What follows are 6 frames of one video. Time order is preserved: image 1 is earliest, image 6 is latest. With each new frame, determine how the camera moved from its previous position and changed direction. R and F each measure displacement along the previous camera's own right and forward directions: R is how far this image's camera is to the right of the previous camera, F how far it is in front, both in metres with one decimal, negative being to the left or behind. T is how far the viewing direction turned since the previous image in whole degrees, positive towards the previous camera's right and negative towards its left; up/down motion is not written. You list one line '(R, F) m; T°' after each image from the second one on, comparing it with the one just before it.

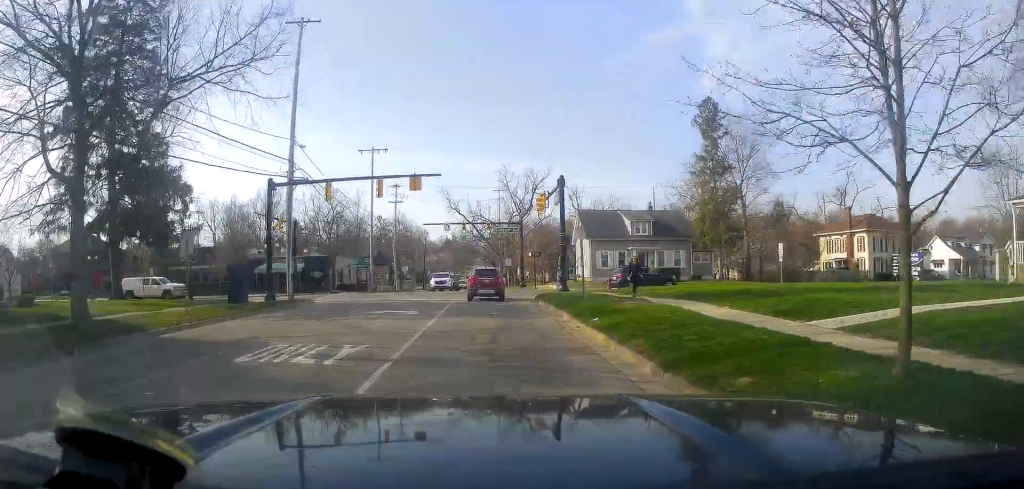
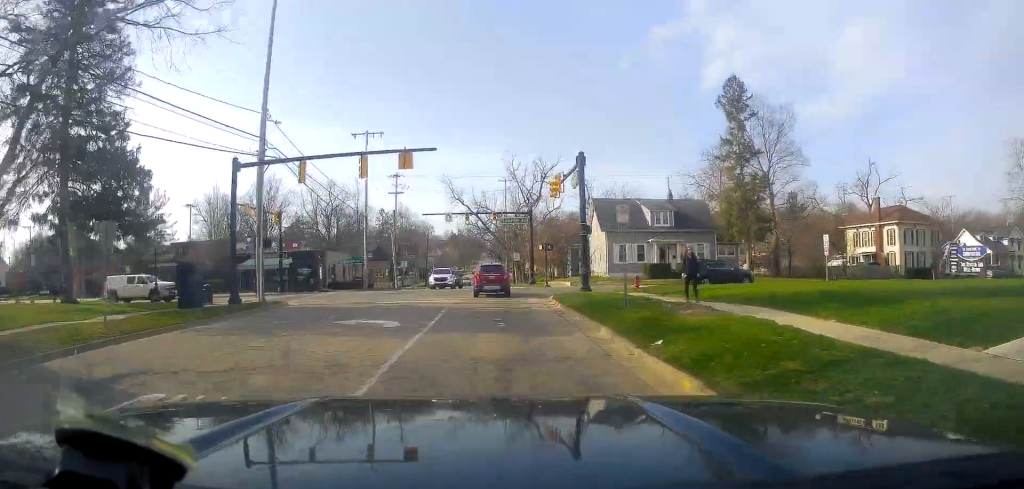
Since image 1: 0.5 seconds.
(0.0, +5.3) m; 0°
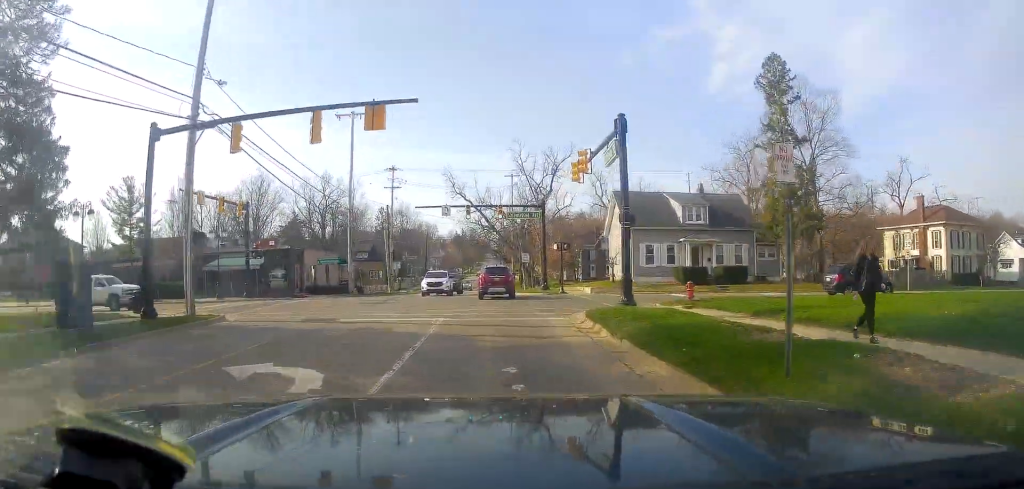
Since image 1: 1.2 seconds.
(0.0, +7.9) m; 0°
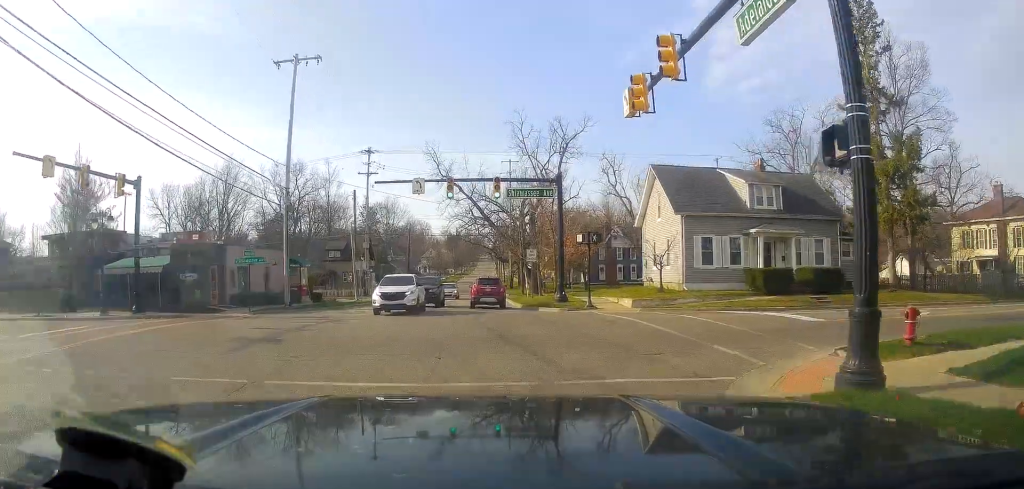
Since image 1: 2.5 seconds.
(0.0, +13.8) m; 0°
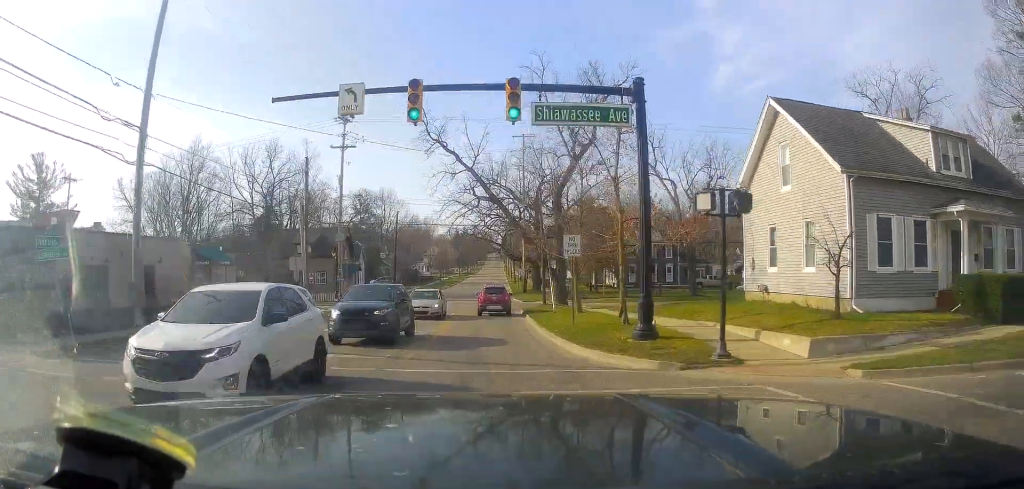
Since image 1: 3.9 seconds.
(-0.1, +15.6) m; -3°
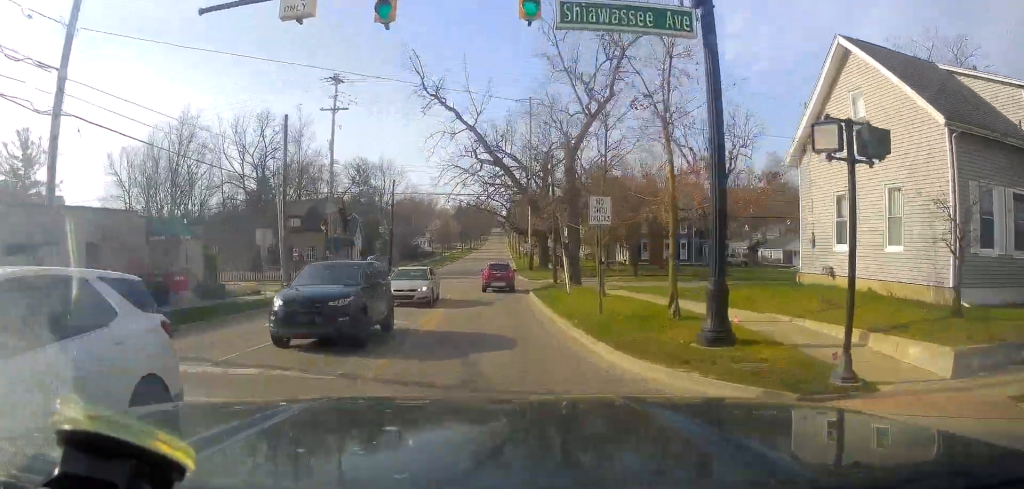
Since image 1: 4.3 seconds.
(+0.1, +4.5) m; -1°
